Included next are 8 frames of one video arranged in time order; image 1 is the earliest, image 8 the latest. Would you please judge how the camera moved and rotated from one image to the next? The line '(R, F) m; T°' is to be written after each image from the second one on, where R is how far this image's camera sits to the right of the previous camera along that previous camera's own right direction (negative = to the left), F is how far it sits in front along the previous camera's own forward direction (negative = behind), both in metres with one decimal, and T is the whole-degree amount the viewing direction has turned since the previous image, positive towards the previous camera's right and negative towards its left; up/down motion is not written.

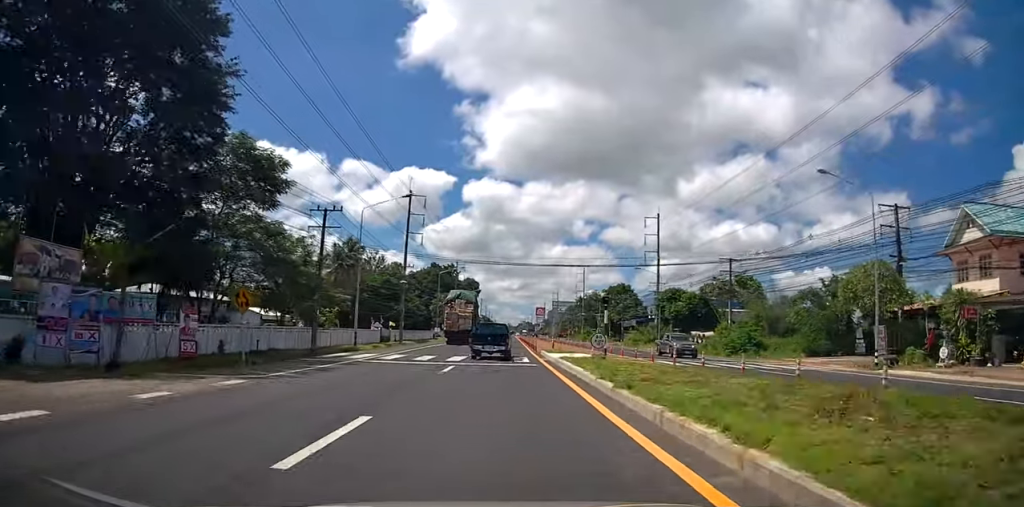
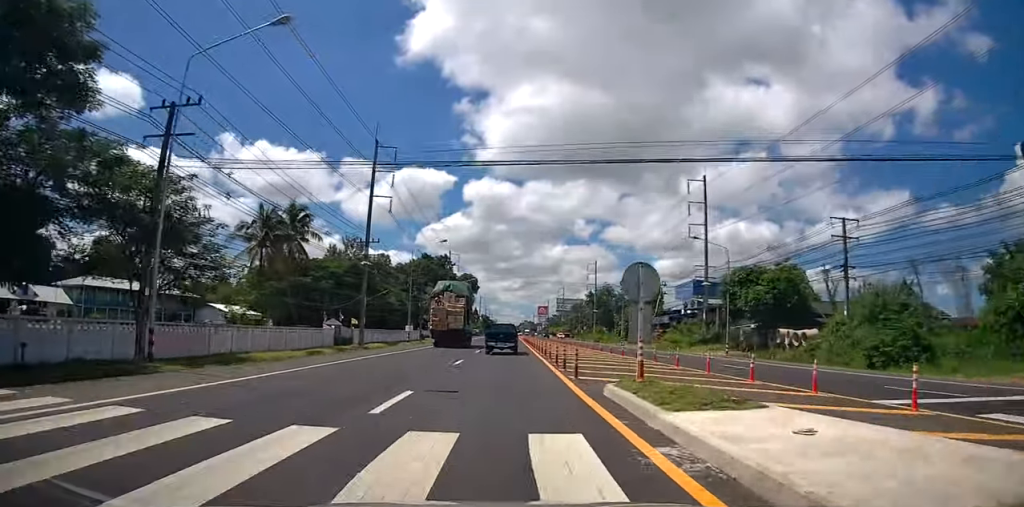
(0.0, +19.7) m; 0°
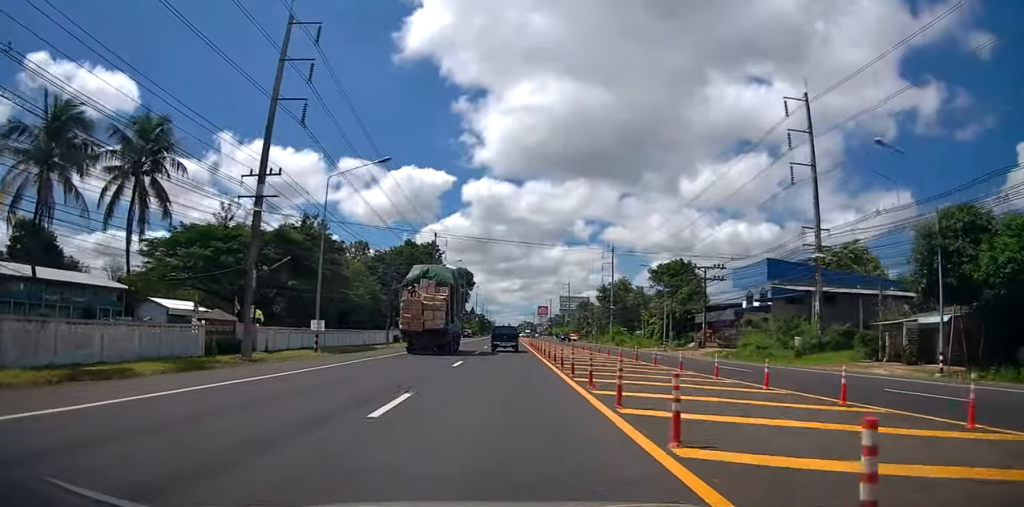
(+0.2, +24.0) m; +1°
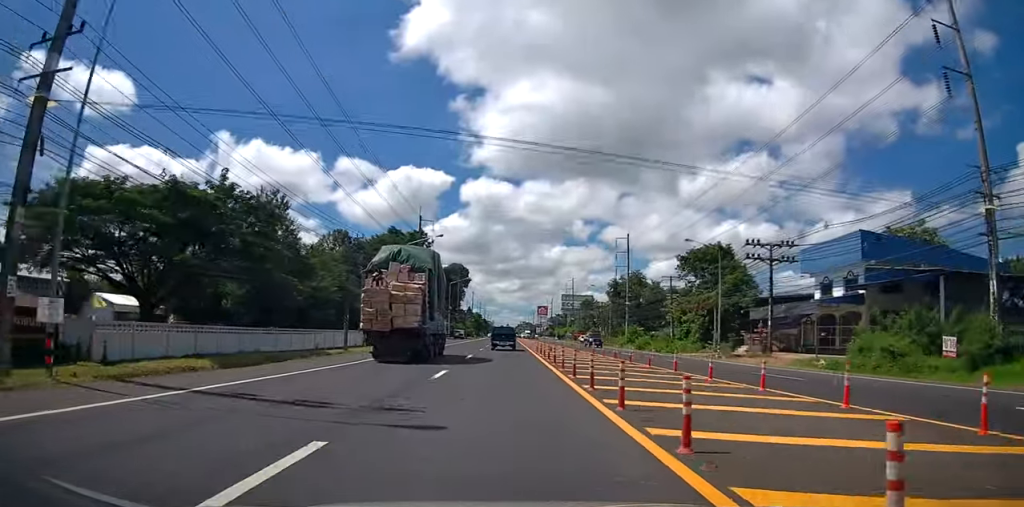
(+0.1, +18.4) m; 0°
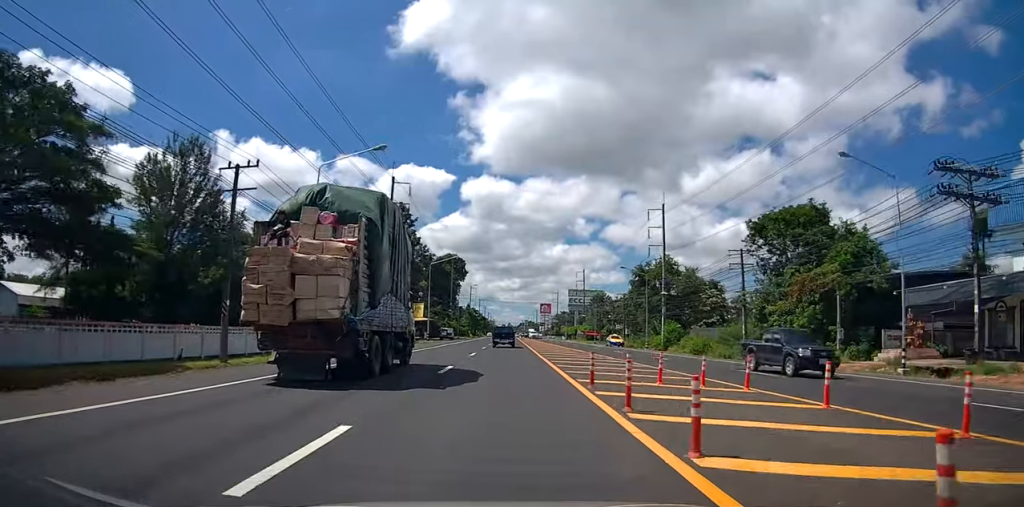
(-0.2, +22.7) m; -1°
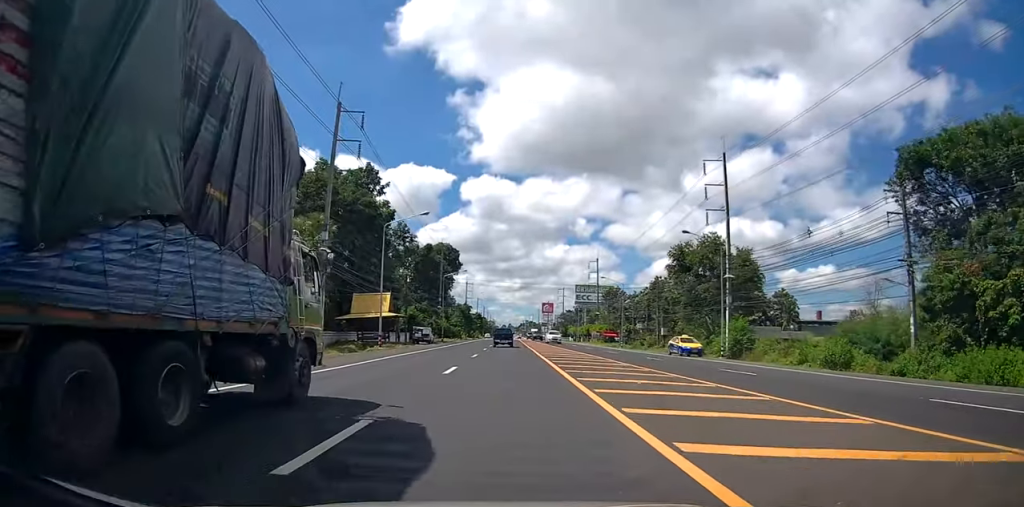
(-0.2, +23.2) m; 0°
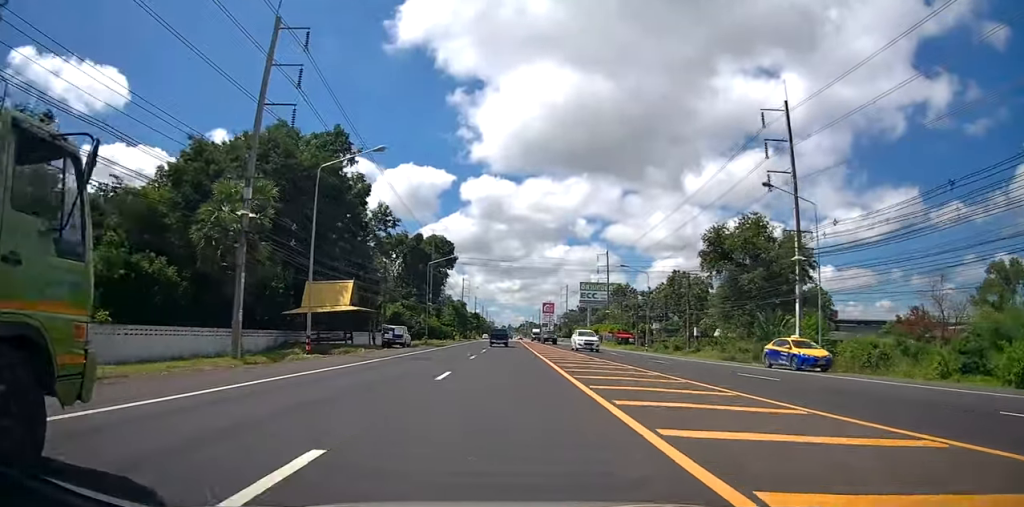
(0.0, +16.2) m; 0°
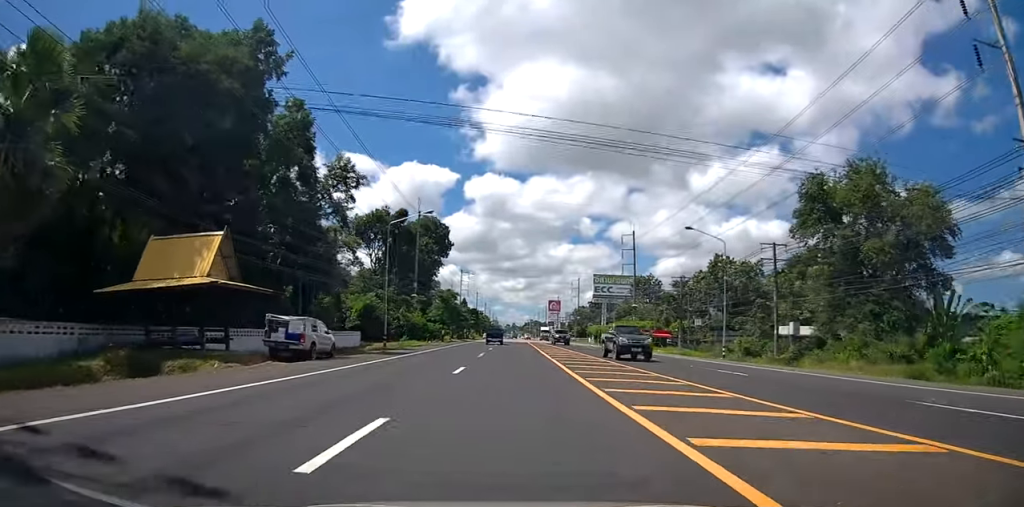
(0.0, +24.0) m; 0°
